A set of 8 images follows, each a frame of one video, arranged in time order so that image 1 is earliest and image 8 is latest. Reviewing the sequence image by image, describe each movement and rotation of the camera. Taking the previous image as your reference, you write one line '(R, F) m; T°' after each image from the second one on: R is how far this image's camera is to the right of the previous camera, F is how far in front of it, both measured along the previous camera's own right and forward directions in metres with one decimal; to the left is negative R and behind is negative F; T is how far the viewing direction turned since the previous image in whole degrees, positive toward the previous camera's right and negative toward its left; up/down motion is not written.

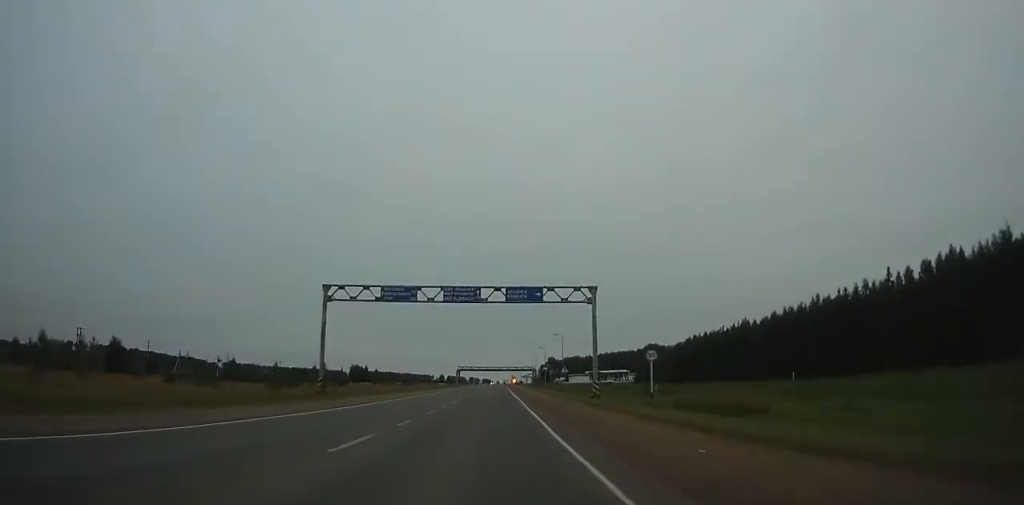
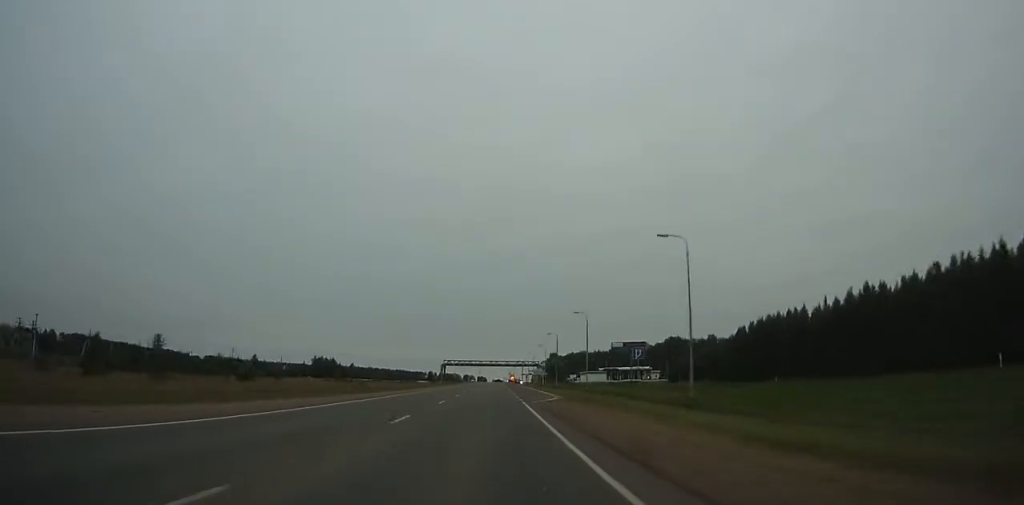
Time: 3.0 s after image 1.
(-8.8, +61.9) m; -9°
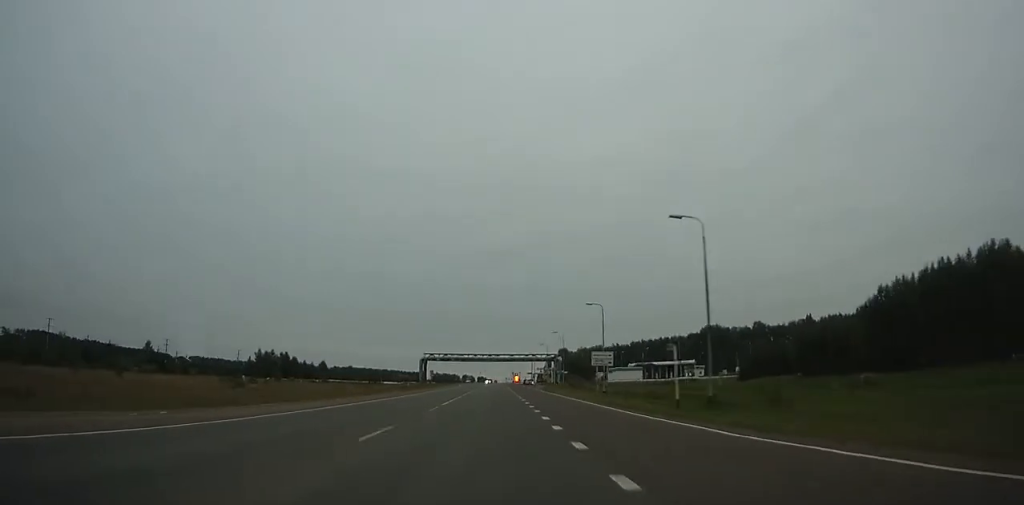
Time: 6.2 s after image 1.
(-0.4, +64.4) m; +3°
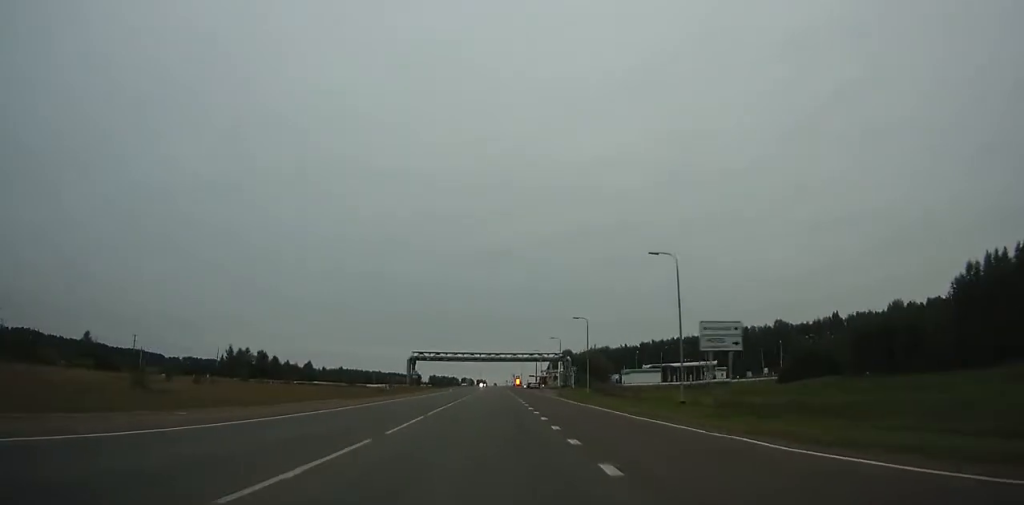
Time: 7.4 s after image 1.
(+1.2, +23.9) m; +3°
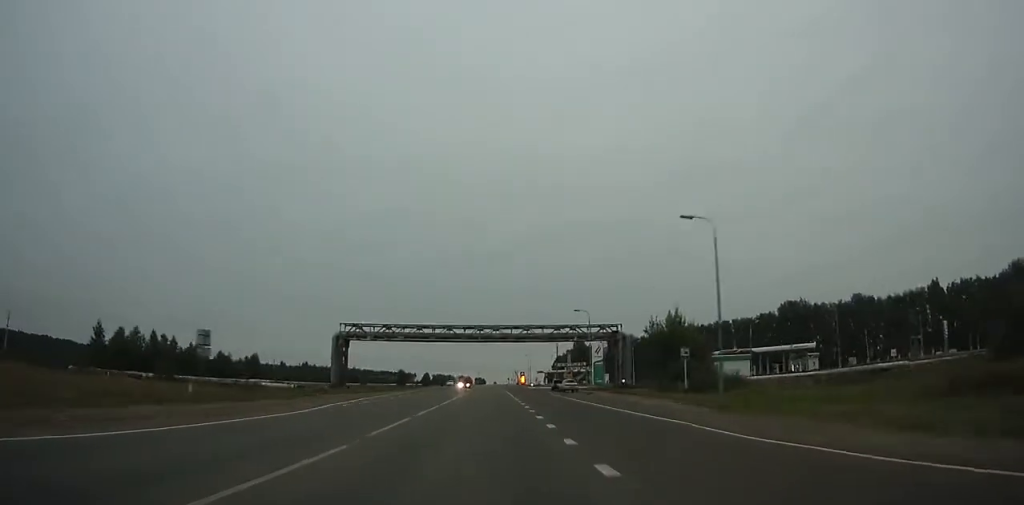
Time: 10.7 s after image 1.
(+0.1, +64.0) m; 0°
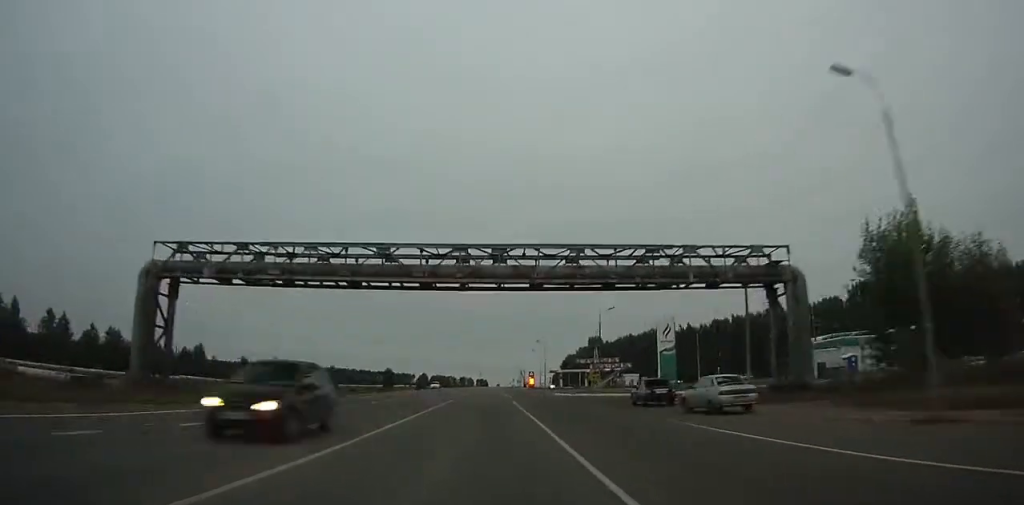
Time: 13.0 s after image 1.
(0.0, +44.2) m; 0°
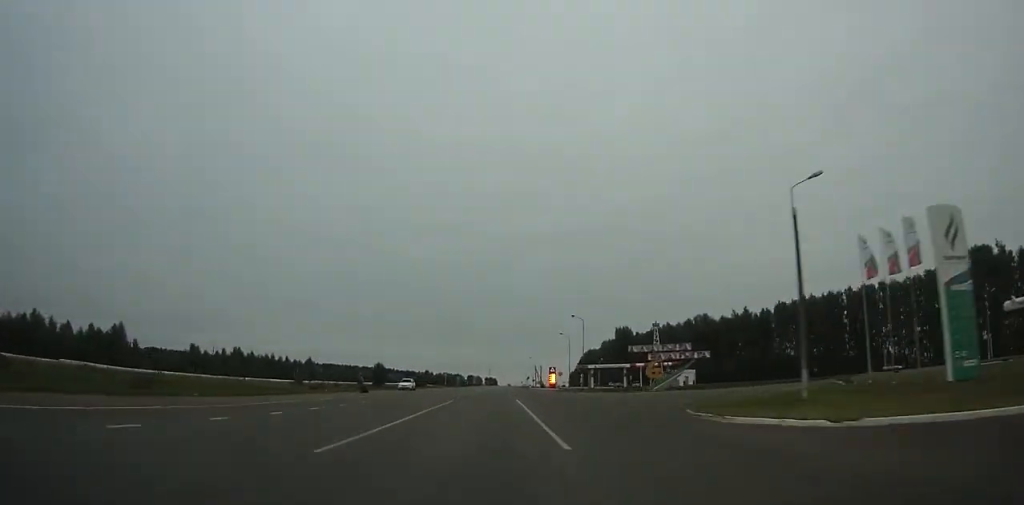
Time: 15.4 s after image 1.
(-0.2, +46.5) m; 0°
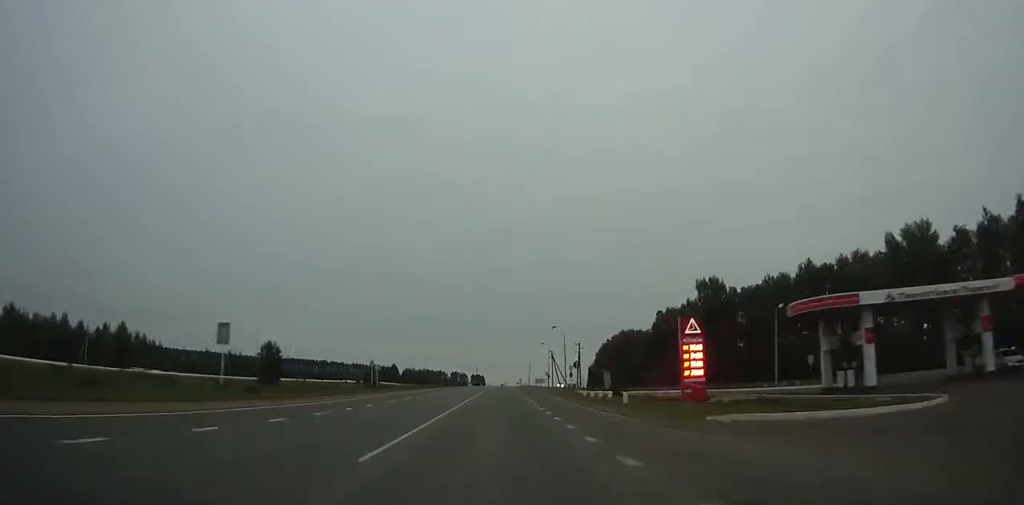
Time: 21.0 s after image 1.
(-0.1, +111.3) m; 0°
